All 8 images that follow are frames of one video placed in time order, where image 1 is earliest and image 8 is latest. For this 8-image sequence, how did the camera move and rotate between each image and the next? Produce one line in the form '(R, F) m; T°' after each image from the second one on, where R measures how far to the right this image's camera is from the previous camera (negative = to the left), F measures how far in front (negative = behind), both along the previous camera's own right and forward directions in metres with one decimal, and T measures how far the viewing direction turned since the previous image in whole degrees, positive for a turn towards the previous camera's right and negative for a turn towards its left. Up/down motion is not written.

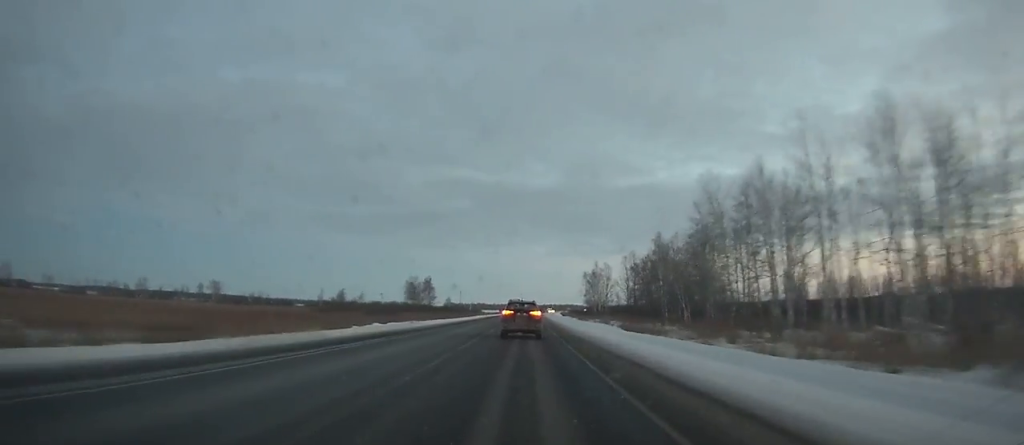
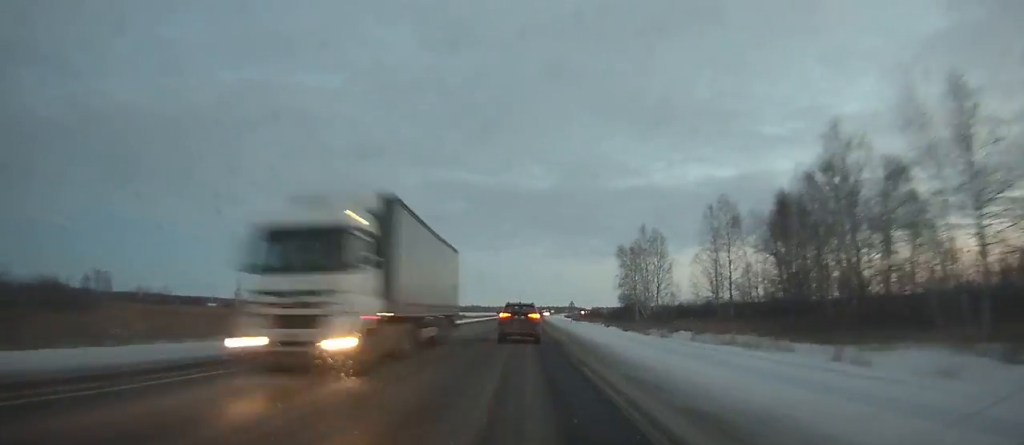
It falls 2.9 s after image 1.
(+0.4, +67.2) m; +1°
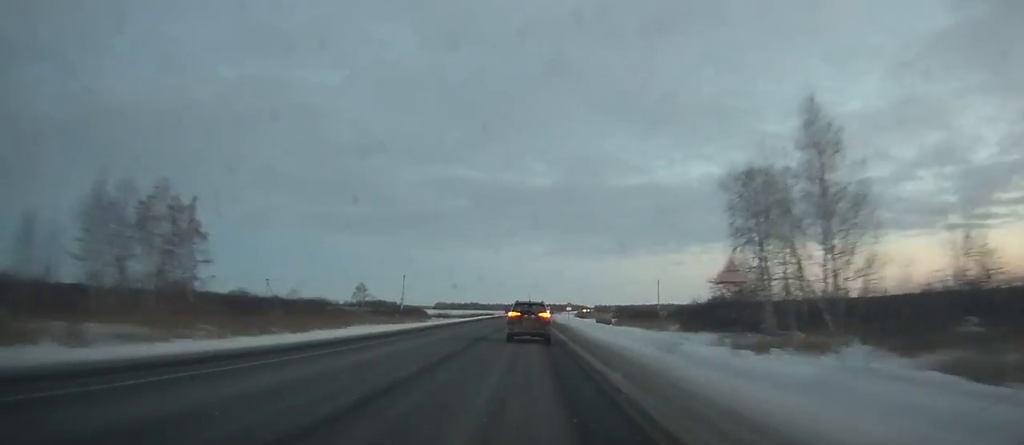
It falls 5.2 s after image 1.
(+0.2, +53.3) m; 0°
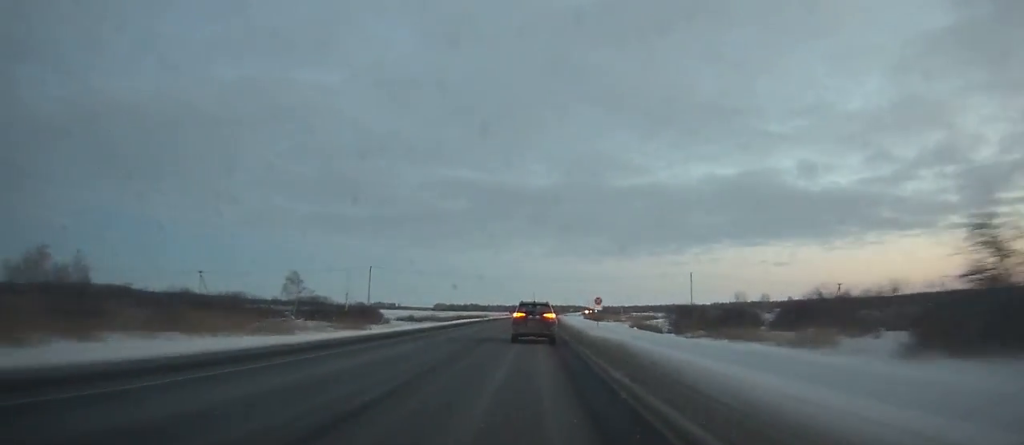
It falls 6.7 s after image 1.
(0.0, +34.8) m; 0°
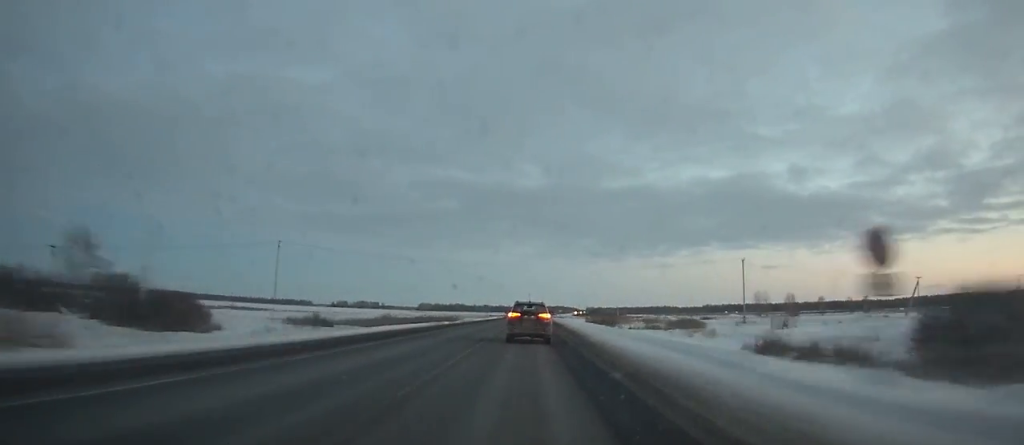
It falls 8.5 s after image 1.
(+0.1, +41.8) m; +1°
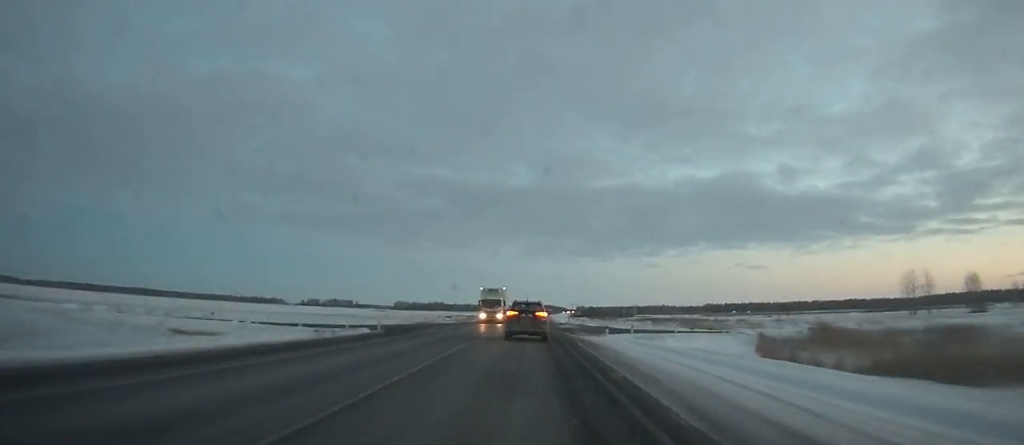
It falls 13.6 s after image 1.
(+1.7, +119.6) m; +1°
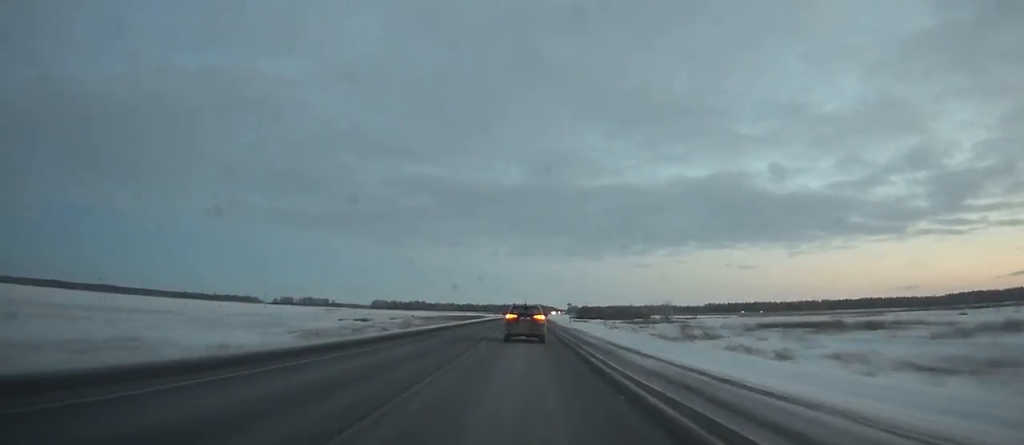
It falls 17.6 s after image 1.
(+0.2, +96.1) m; 0°
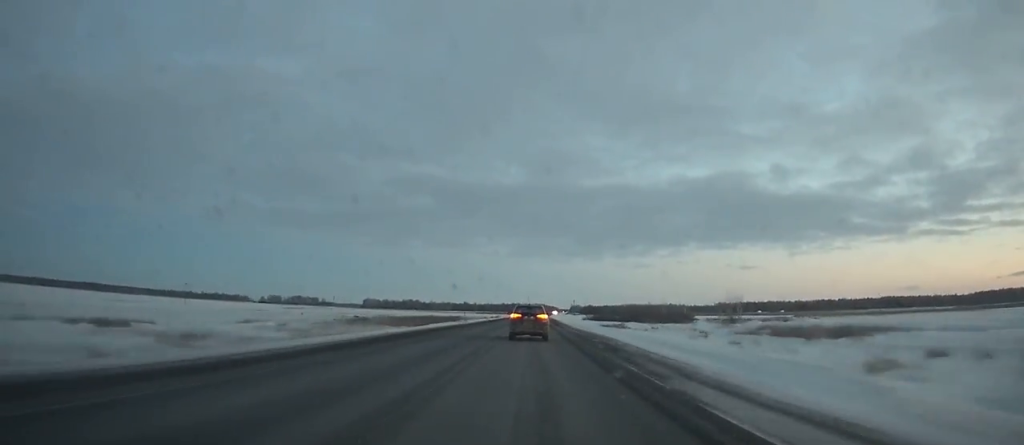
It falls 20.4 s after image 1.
(+0.4, +69.0) m; +1°
